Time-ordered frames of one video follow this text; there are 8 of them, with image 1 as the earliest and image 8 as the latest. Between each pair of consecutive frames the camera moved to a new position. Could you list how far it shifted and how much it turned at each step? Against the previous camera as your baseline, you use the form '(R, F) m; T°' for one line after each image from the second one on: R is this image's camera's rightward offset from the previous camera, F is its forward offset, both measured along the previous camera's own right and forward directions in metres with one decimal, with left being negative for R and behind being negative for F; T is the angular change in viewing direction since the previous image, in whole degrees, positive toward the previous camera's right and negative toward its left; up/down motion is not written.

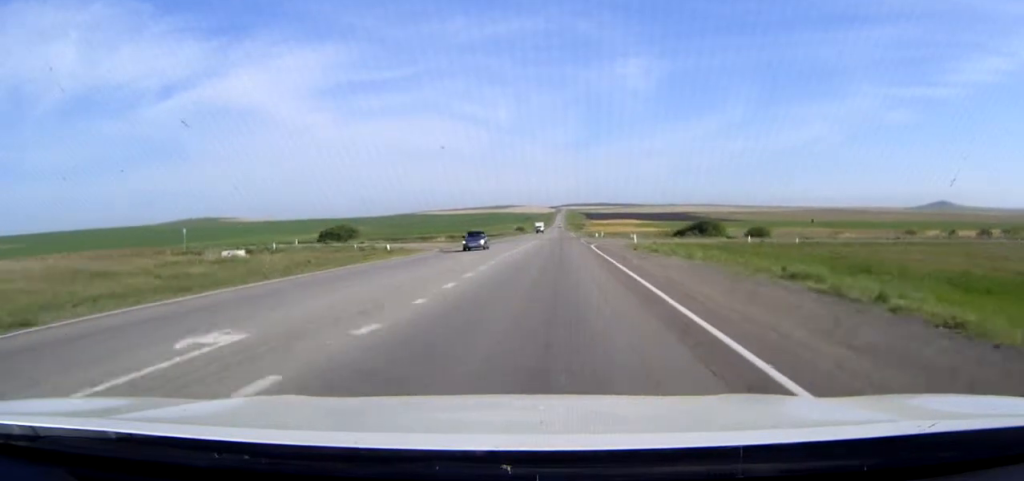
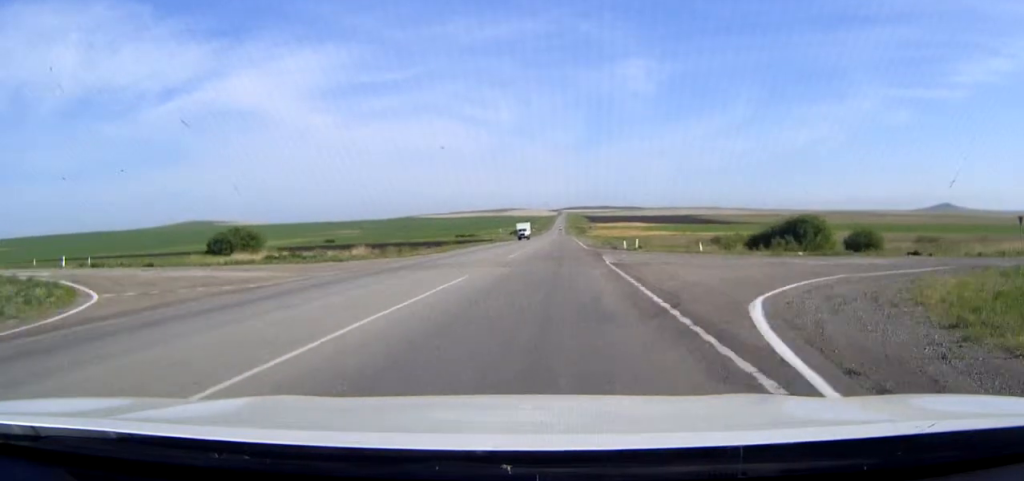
(-0.1, +53.2) m; 0°
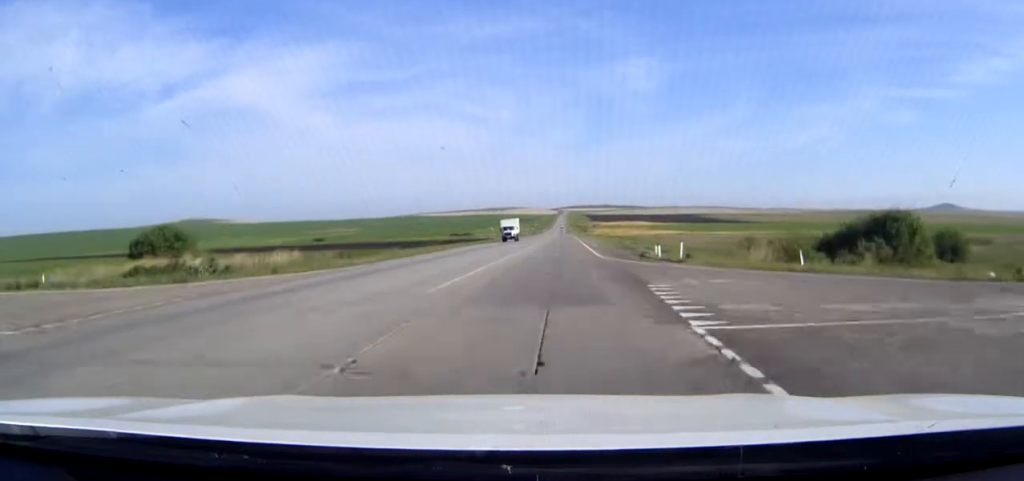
(0.0, +22.5) m; 0°
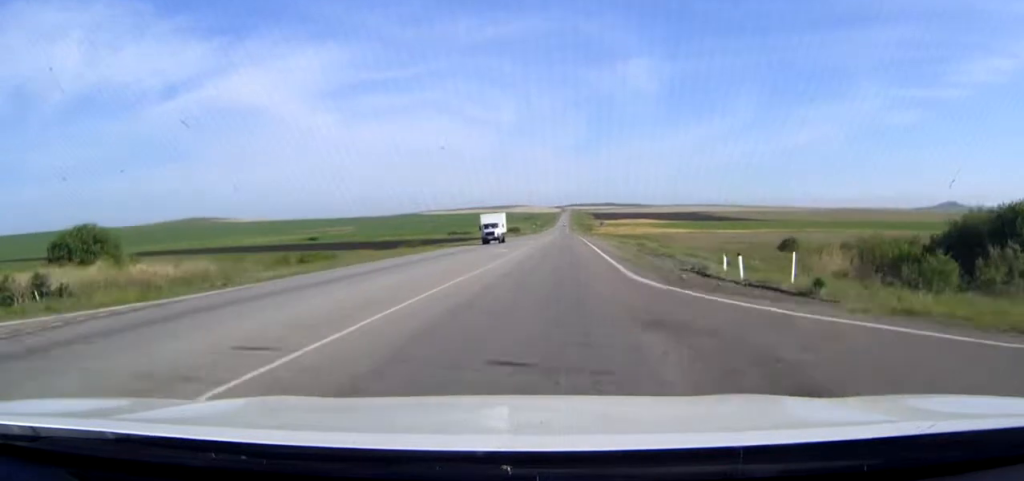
(0.0, +18.0) m; 0°
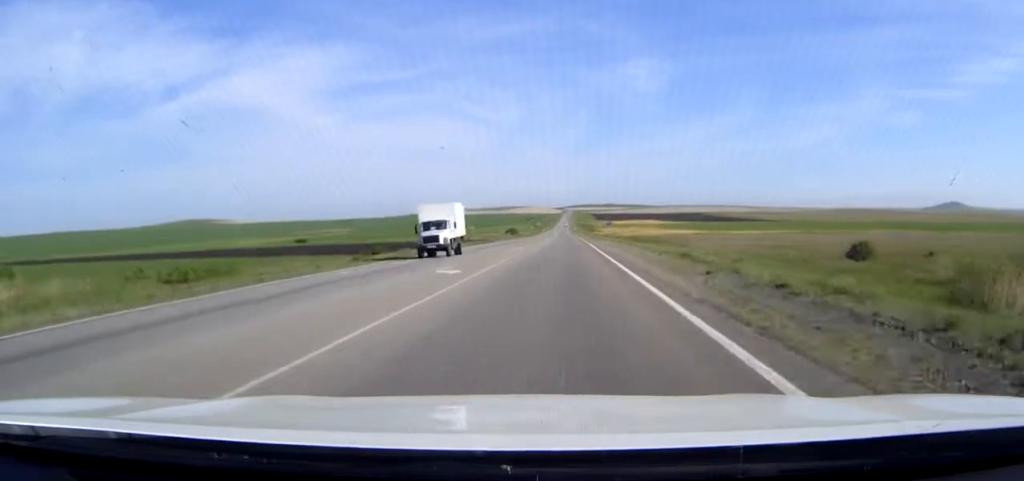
(0.0, +21.5) m; 0°
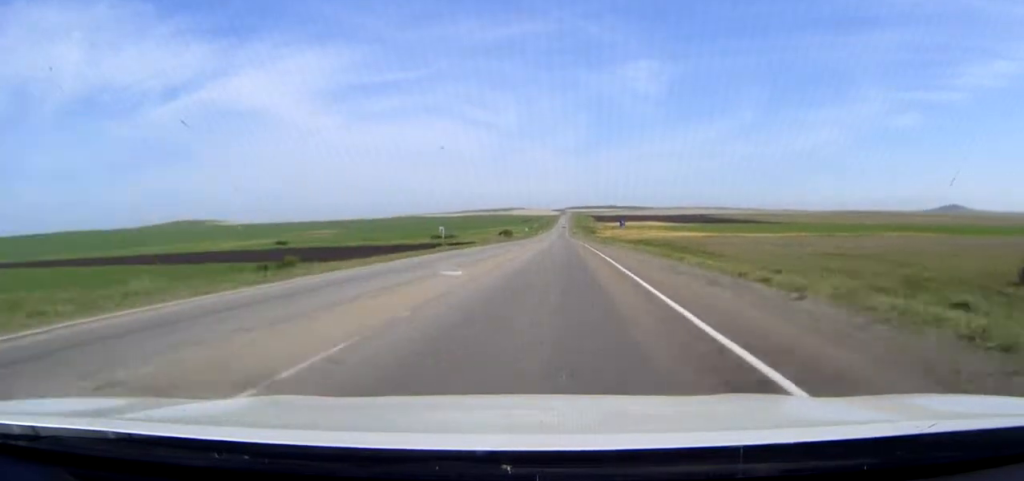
(0.0, +28.6) m; 0°
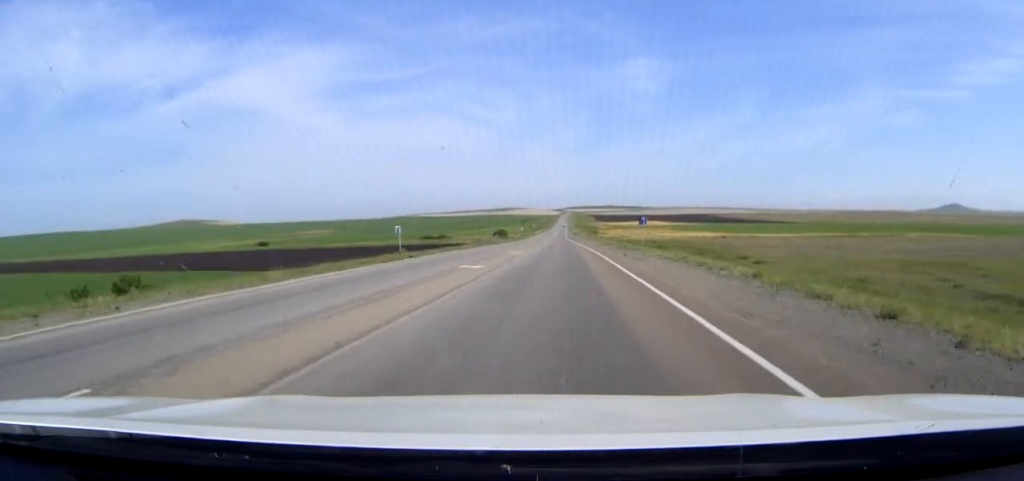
(0.0, +24.2) m; 0°
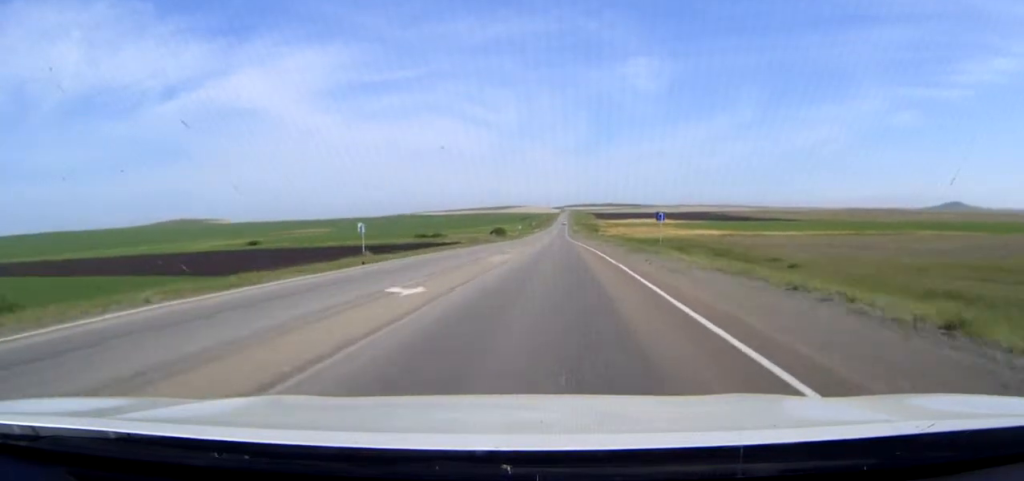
(0.0, +12.6) m; 0°
